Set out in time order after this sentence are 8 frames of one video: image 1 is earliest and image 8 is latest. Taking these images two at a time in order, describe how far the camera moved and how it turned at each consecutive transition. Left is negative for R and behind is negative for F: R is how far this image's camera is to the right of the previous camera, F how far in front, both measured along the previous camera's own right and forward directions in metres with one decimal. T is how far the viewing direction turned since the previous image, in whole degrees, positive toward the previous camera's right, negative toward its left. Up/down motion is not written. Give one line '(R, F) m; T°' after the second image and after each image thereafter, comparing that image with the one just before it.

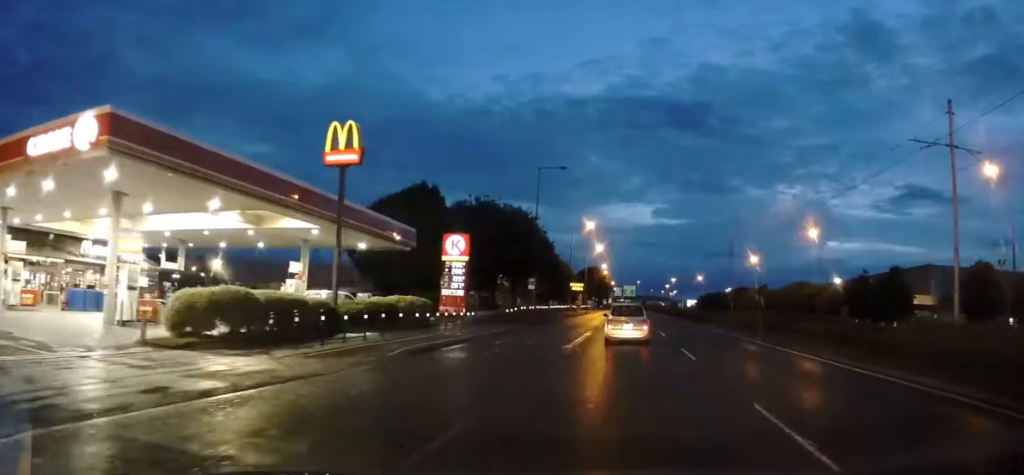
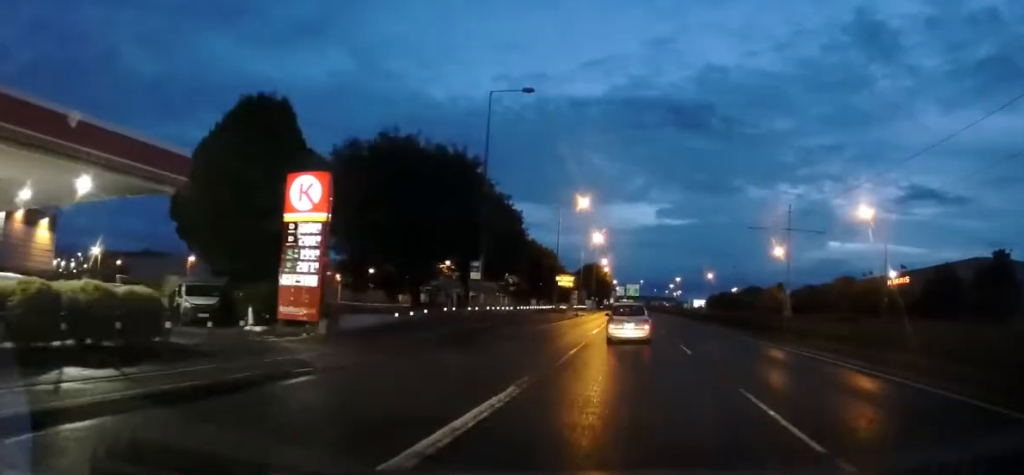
(-0.4, +21.8) m; +2°
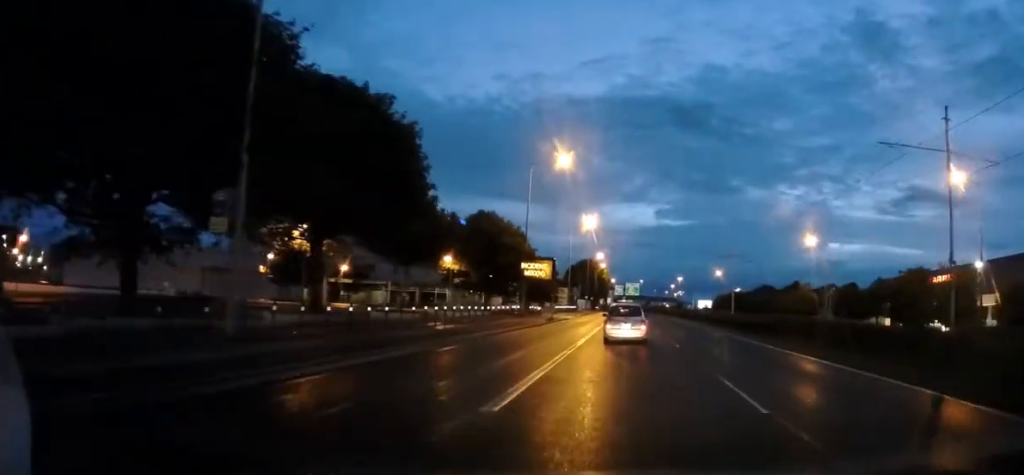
(+0.6, +22.9) m; -1°
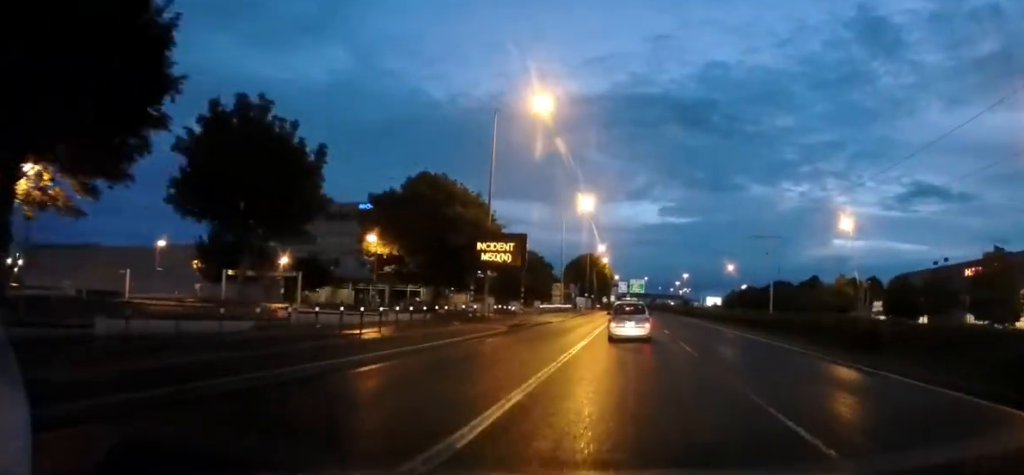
(-0.7, +15.7) m; -1°
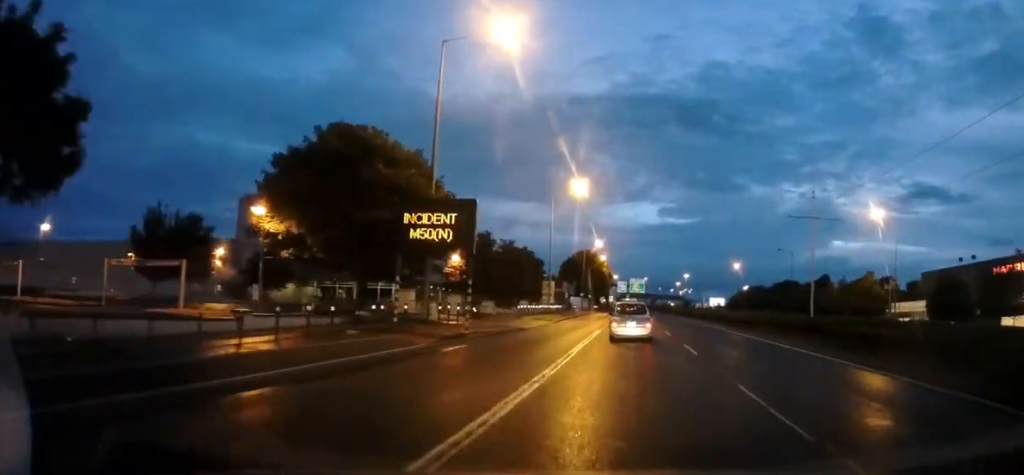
(+0.4, +11.3) m; +2°
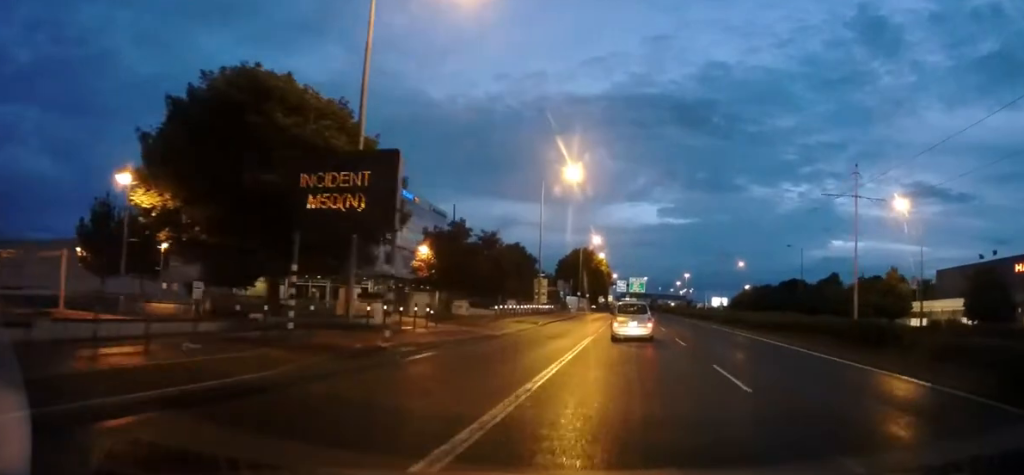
(0.0, +7.7) m; 0°
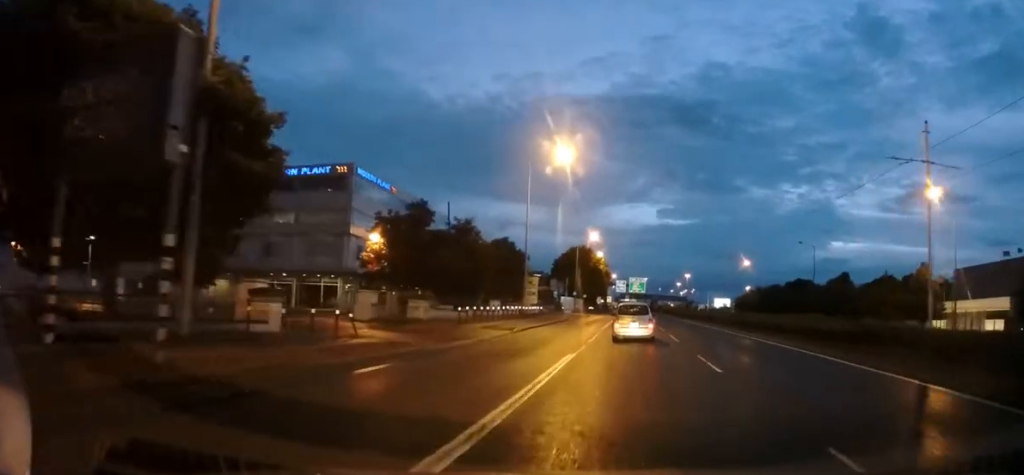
(0.0, +8.2) m; 0°
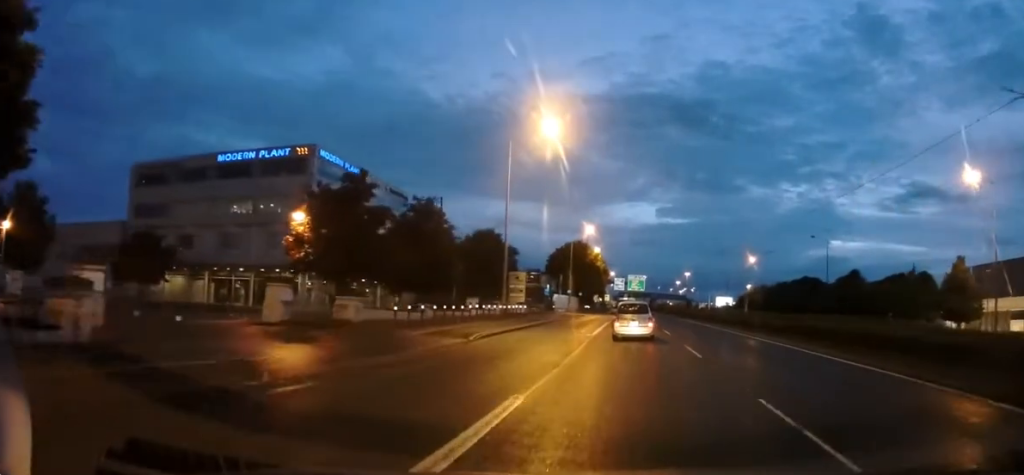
(0.0, +8.2) m; 0°
